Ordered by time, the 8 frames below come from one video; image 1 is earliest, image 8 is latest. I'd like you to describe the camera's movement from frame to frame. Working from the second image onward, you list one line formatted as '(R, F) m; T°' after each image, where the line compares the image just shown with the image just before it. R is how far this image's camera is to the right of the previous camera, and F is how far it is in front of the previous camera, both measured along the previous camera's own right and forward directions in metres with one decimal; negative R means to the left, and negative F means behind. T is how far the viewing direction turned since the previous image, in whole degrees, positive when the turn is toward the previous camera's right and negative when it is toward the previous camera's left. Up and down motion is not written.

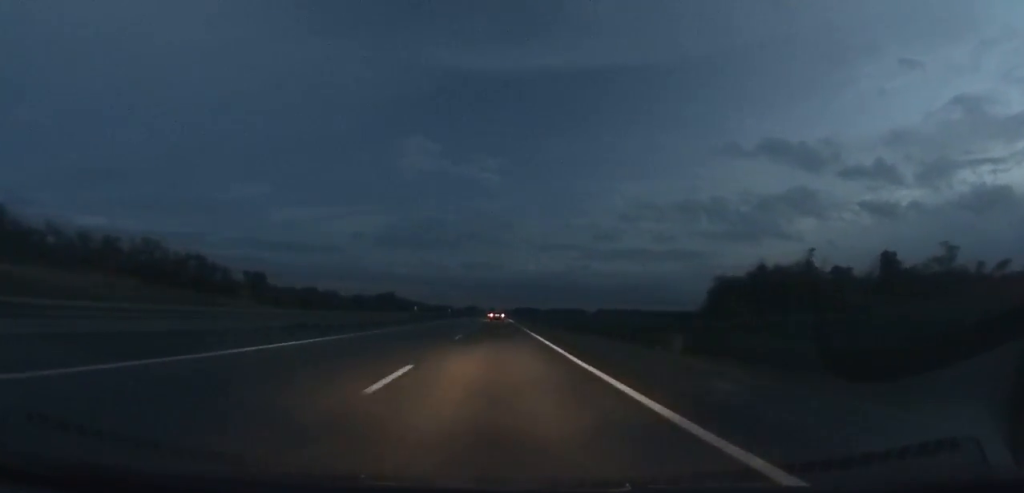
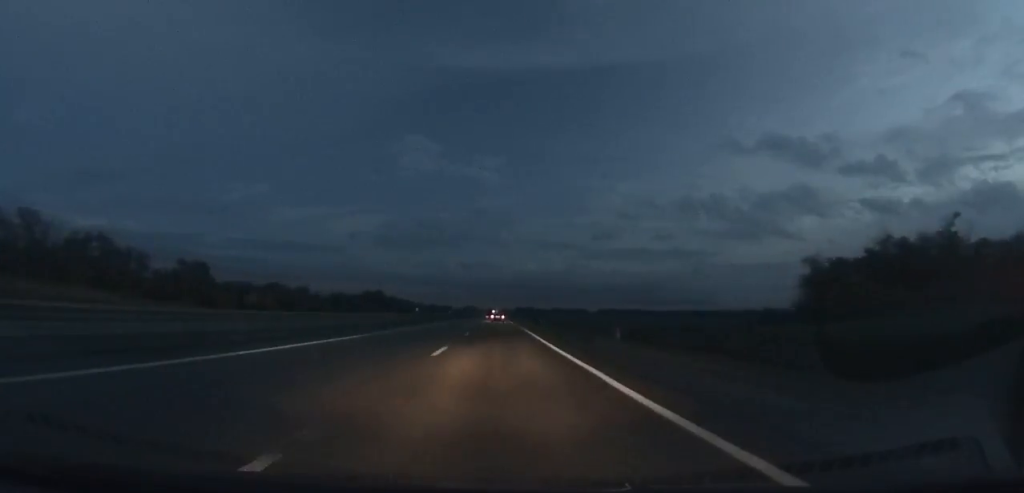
(0.0, +40.6) m; 0°
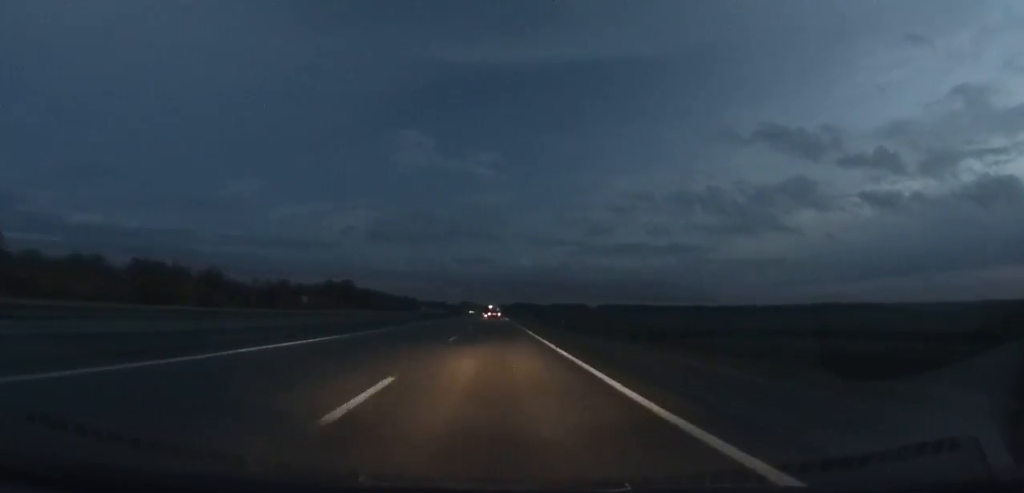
(0.0, +73.2) m; 0°
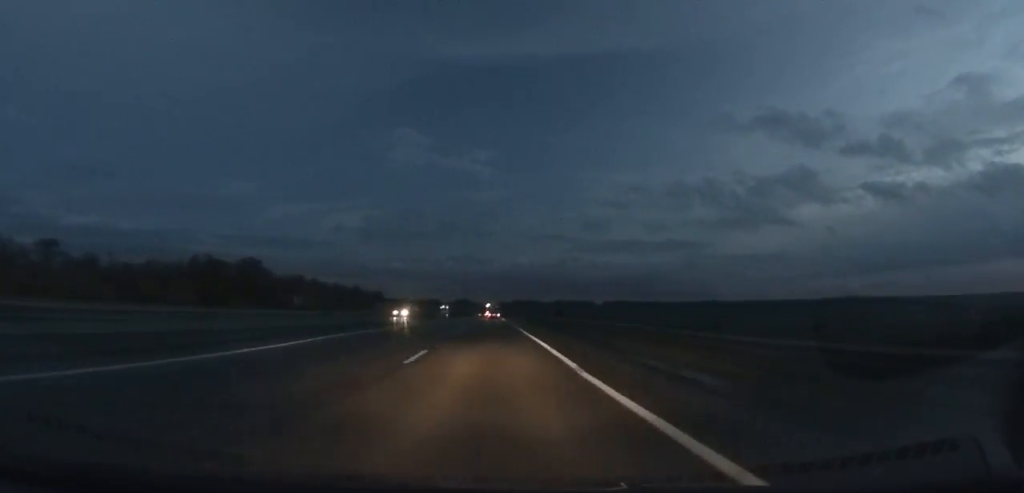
(0.0, +125.1) m; 0°
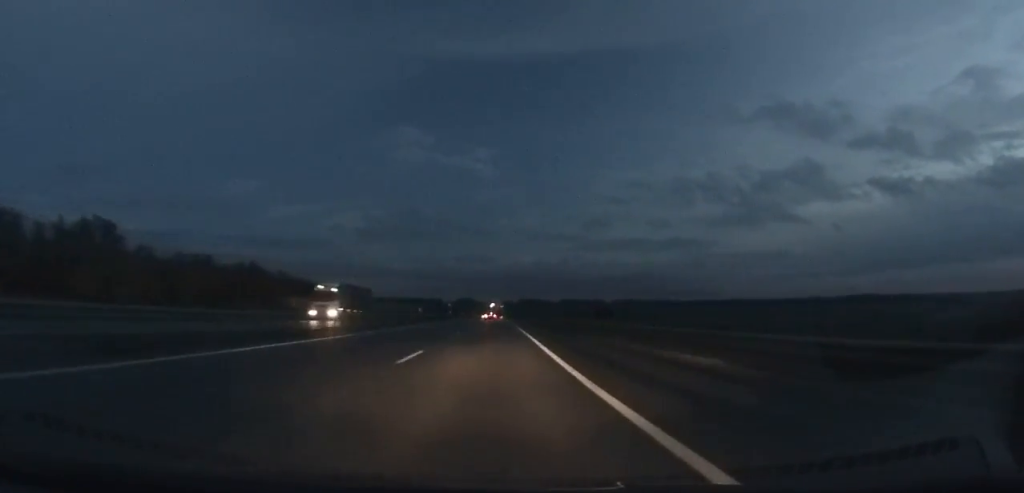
(+0.1, +82.0) m; 0°
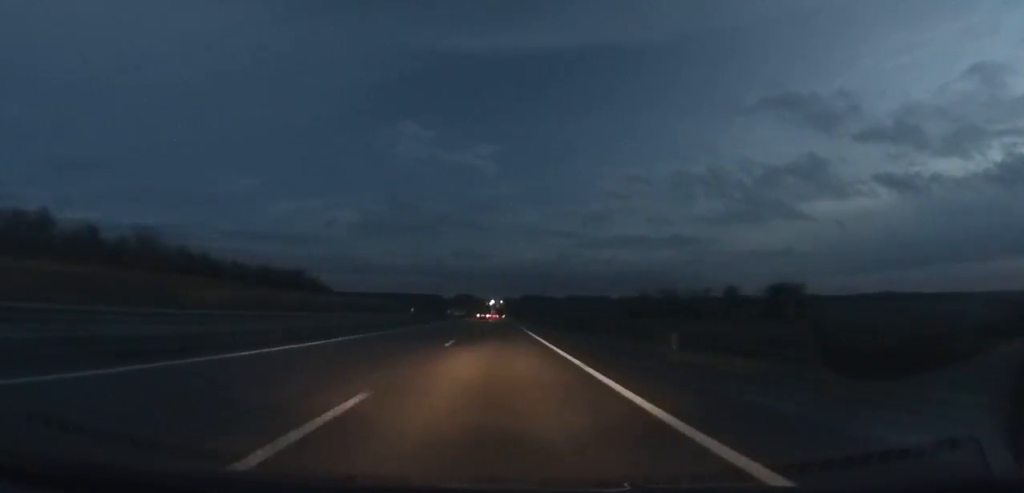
(+0.1, +86.6) m; 0°
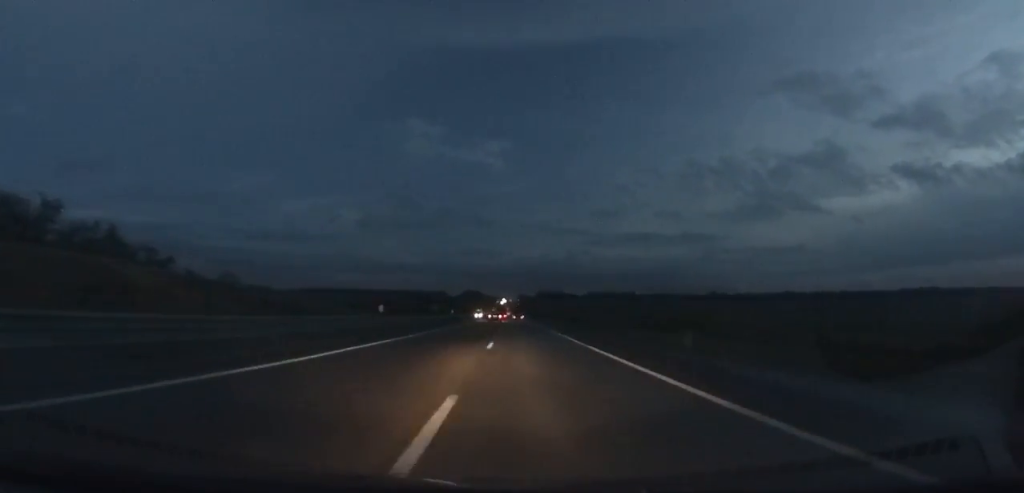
(-0.6, +135.6) m; -1°
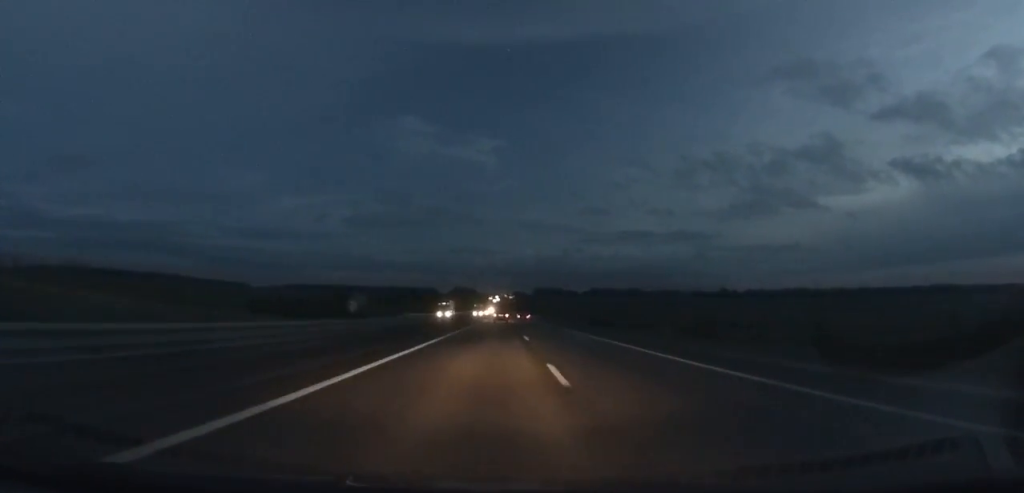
(-0.2, +78.6) m; 0°
